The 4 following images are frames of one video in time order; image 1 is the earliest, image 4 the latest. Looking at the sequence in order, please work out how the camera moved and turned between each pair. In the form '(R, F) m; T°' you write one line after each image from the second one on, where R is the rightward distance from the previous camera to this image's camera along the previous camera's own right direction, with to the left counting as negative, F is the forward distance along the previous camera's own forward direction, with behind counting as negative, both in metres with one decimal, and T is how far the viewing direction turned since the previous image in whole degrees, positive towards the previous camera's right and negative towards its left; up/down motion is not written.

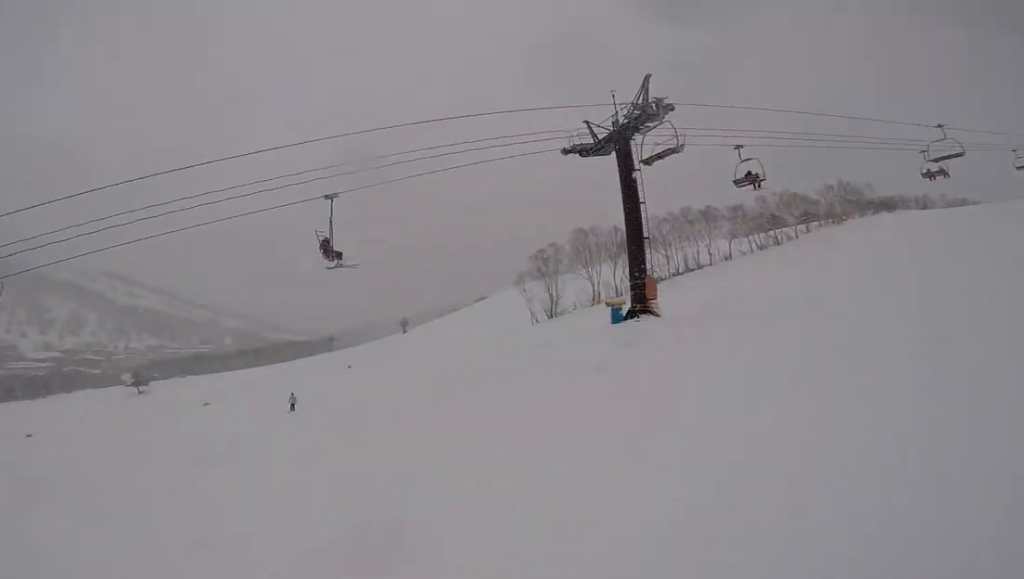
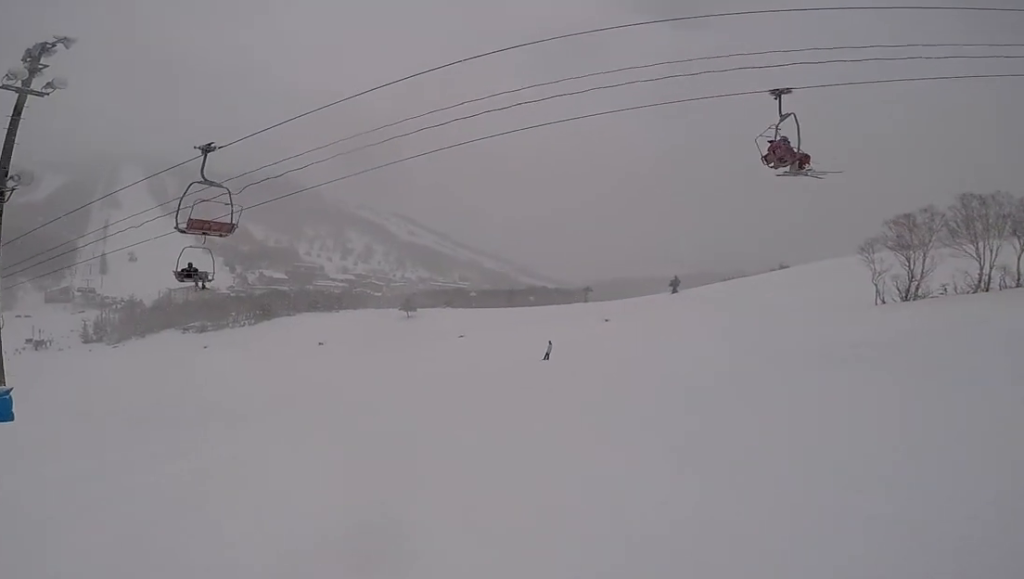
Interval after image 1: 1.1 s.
(+0.6, +4.0) m; +13°
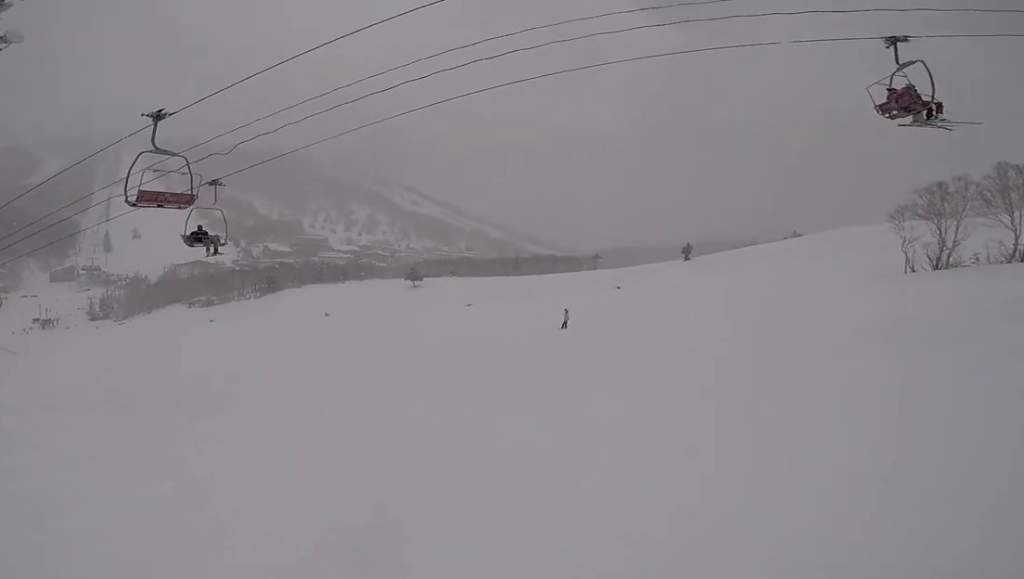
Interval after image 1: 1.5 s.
(+0.4, +1.7) m; +3°
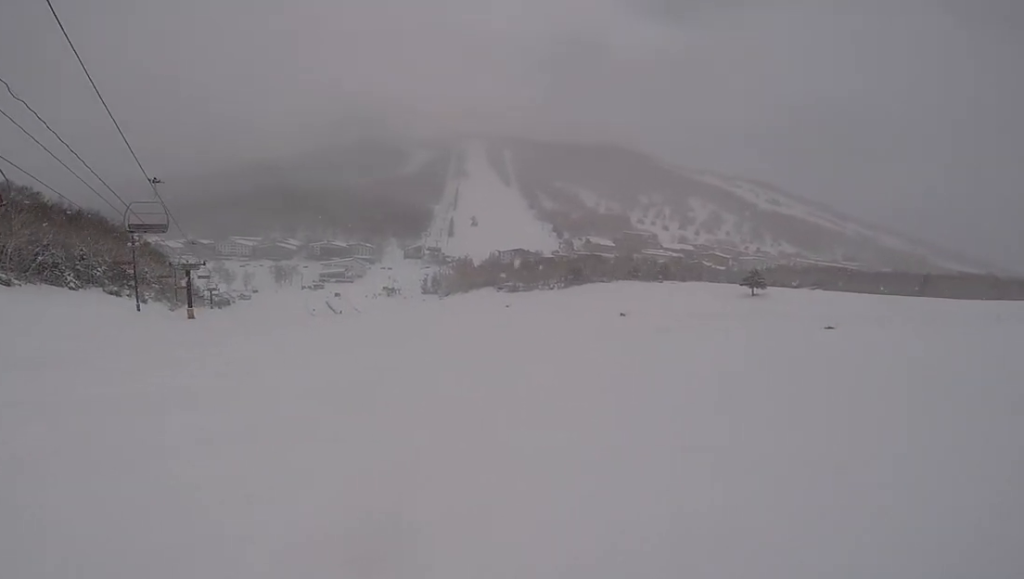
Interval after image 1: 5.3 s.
(+0.6, +16.8) m; -32°
